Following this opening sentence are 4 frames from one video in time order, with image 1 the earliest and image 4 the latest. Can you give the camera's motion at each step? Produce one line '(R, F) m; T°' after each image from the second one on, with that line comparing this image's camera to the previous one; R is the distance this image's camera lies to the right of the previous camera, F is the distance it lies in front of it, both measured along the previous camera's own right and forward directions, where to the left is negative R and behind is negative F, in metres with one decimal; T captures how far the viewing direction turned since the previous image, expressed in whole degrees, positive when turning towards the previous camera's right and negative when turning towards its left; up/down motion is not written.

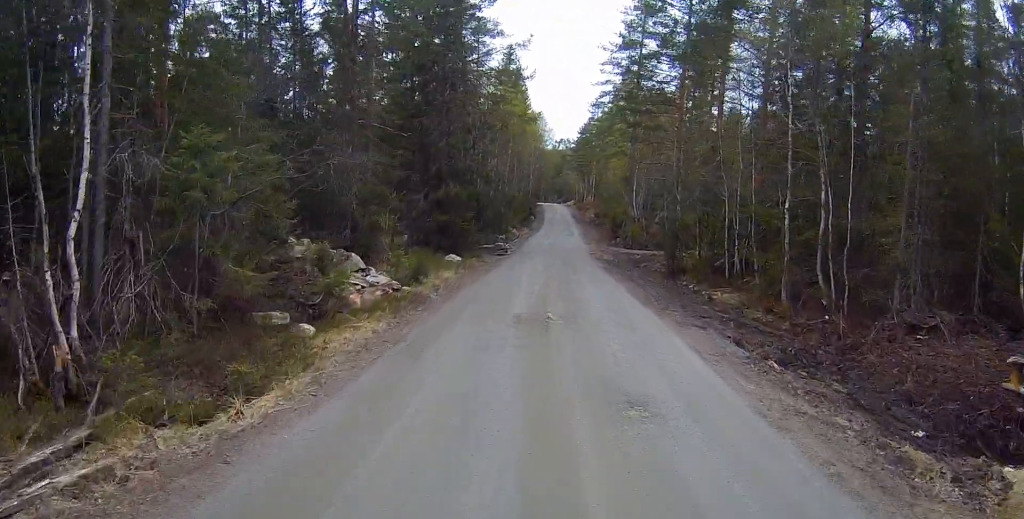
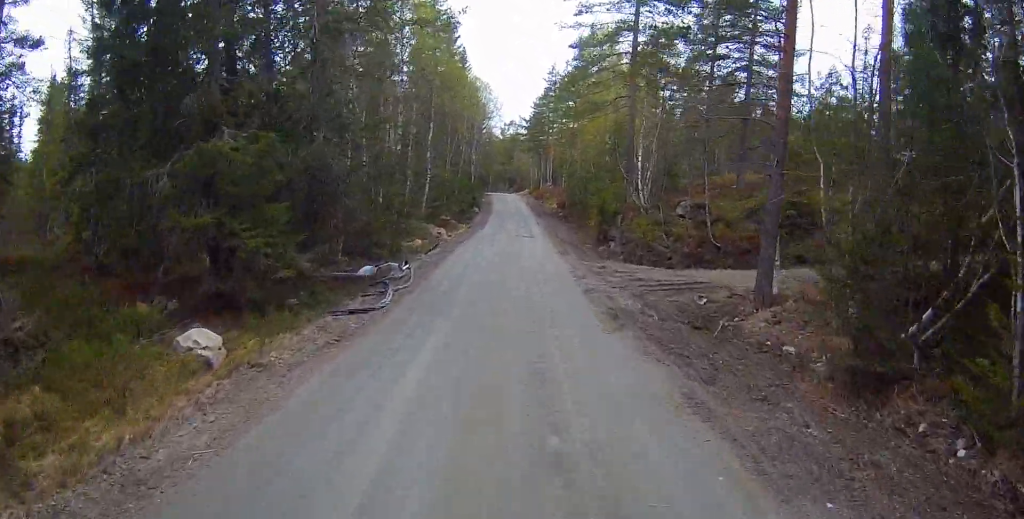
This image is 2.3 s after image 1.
(+0.8, +18.1) m; +6°
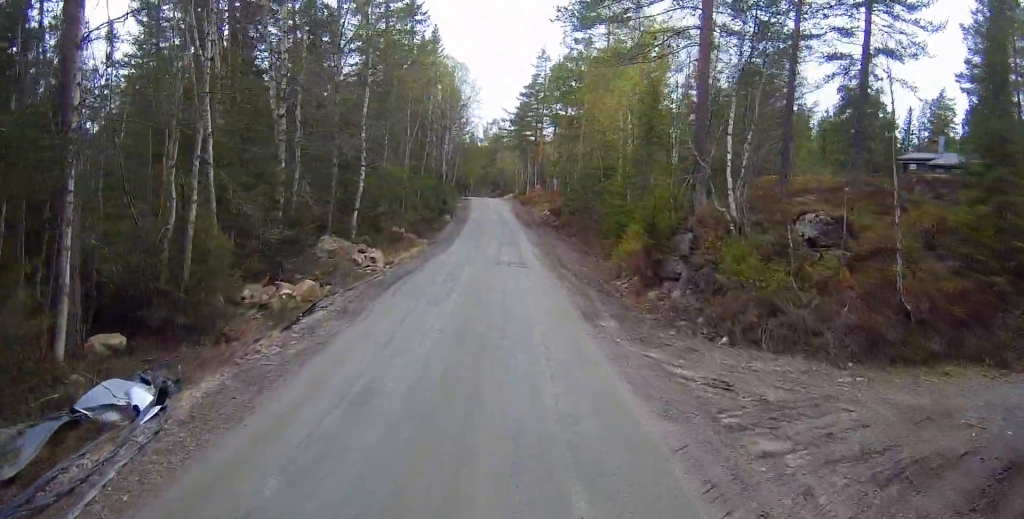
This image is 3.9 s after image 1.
(+0.5, +13.1) m; 0°
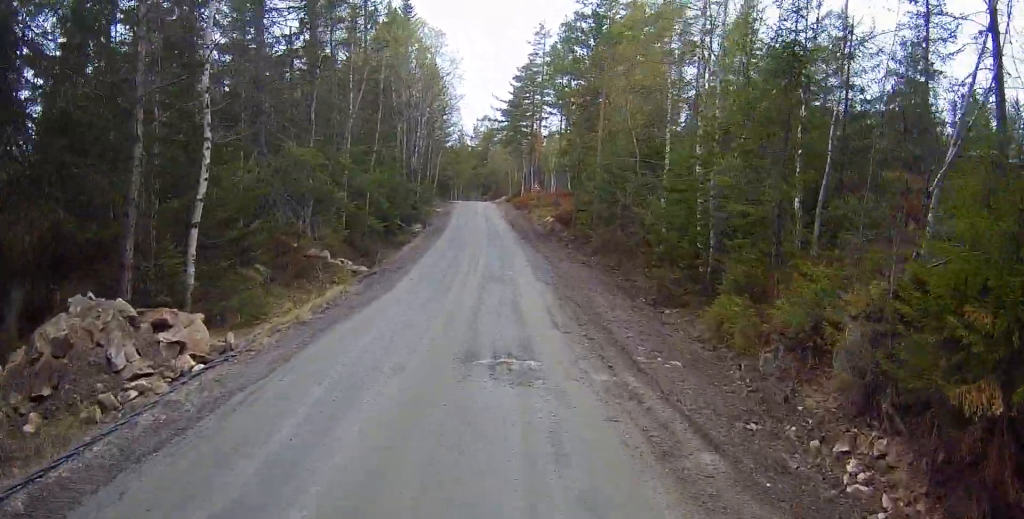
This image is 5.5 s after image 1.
(-0.6, +12.8) m; +1°
